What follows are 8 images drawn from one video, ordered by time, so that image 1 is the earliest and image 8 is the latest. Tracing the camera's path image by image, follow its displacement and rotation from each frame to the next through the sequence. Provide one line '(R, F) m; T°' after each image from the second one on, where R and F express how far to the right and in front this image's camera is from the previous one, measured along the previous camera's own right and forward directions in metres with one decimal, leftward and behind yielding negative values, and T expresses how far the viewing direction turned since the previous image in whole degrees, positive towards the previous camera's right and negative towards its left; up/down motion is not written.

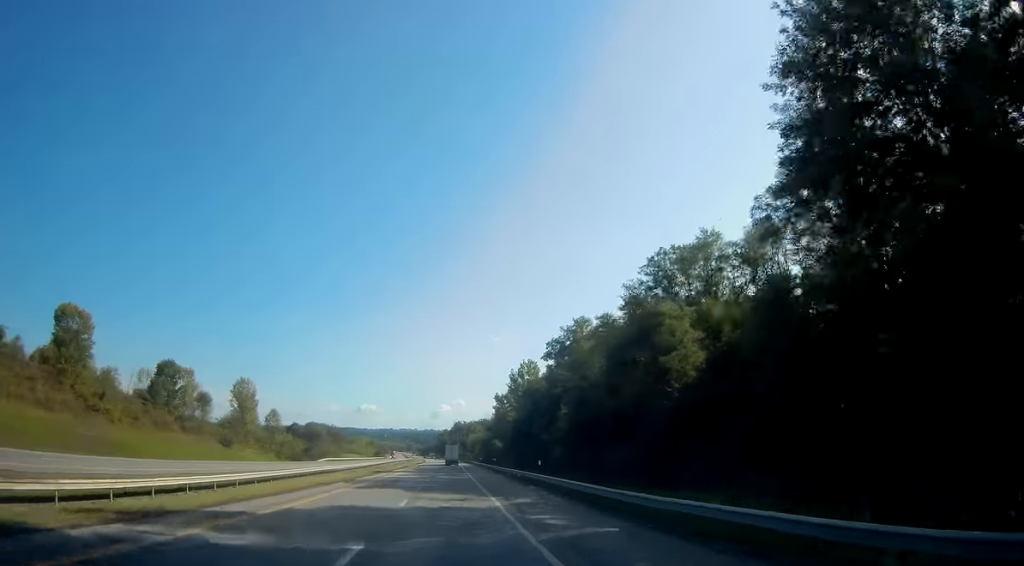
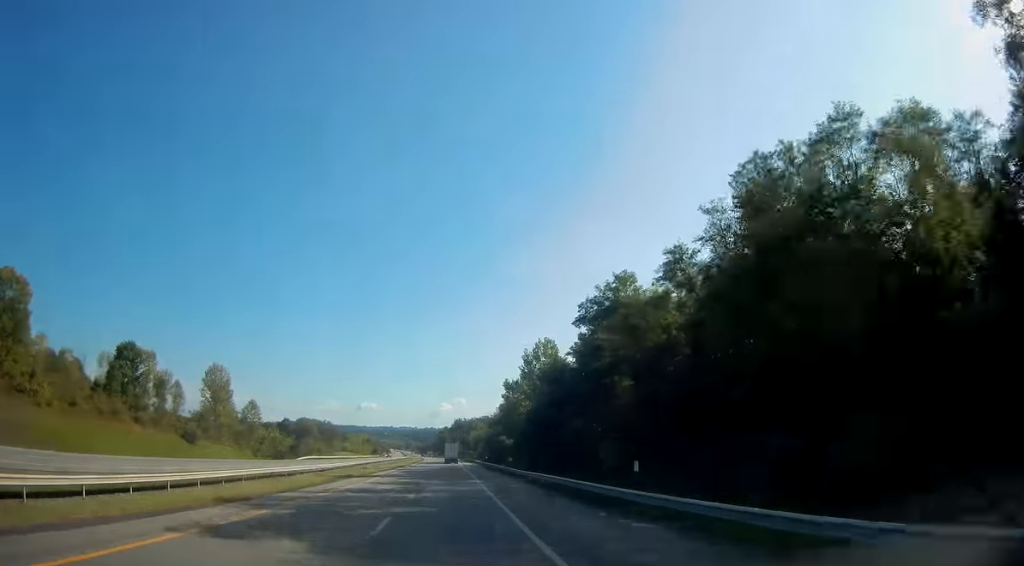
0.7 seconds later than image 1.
(+0.1, +20.6) m; 0°
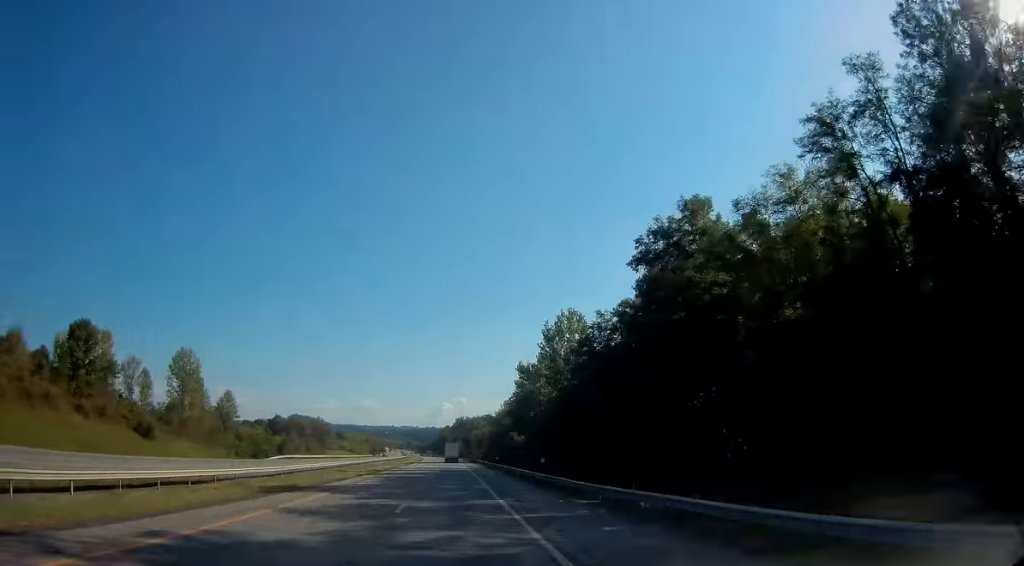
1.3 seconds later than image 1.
(0.0, +19.5) m; 0°
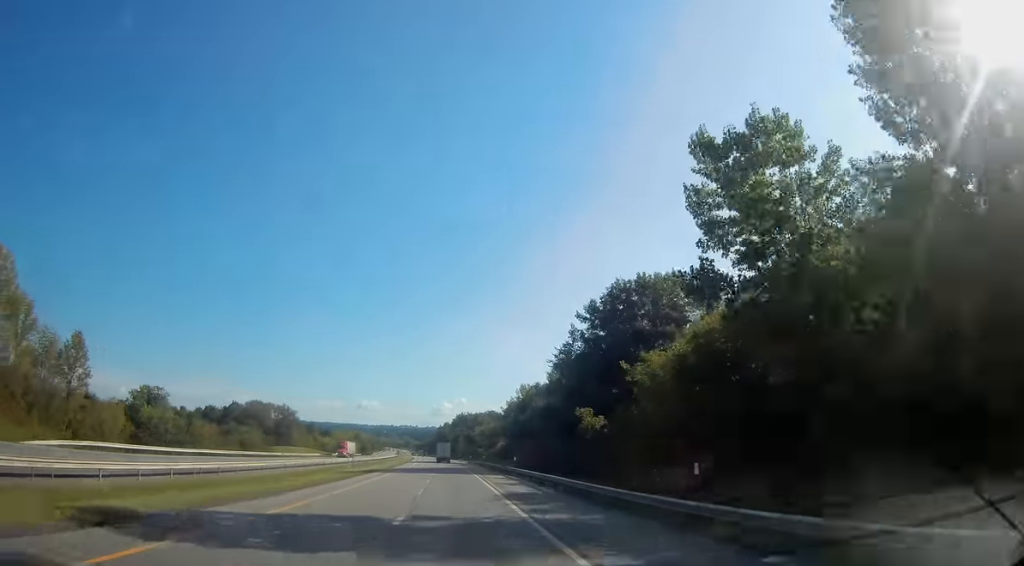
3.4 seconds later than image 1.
(-0.4, +64.4) m; -1°
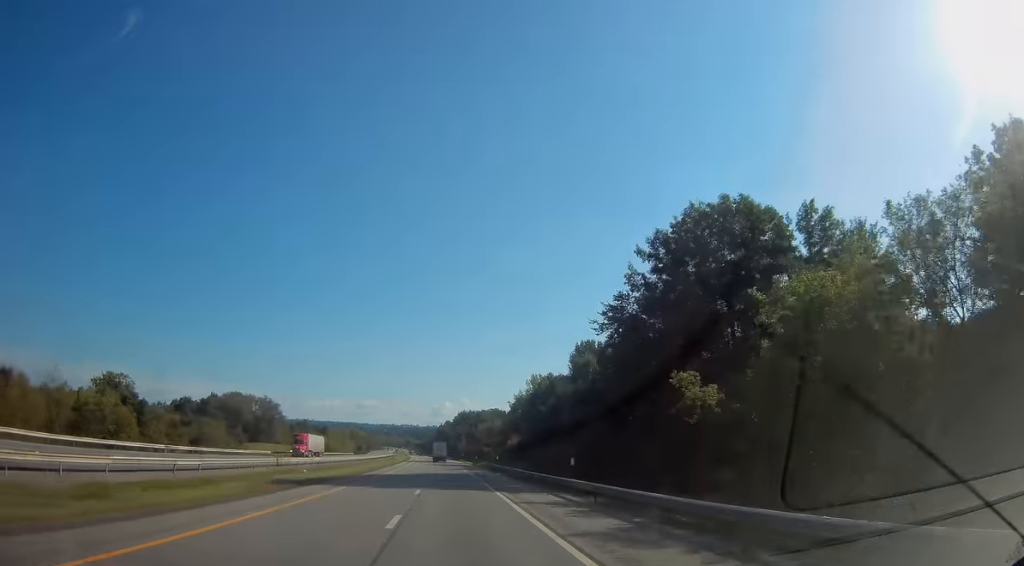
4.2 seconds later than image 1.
(-0.2, +25.5) m; 0°
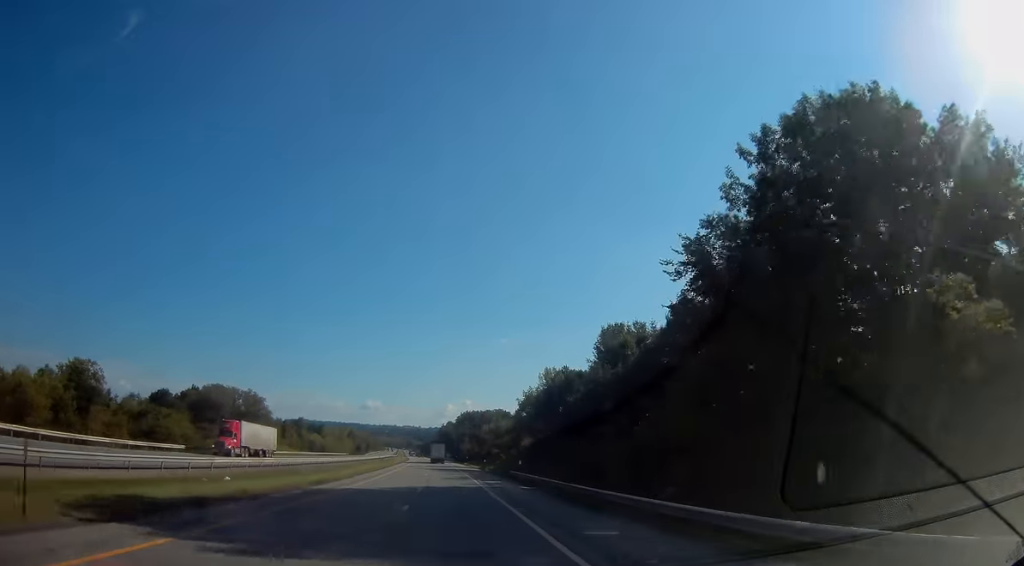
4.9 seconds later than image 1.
(+0.2, +20.4) m; 0°
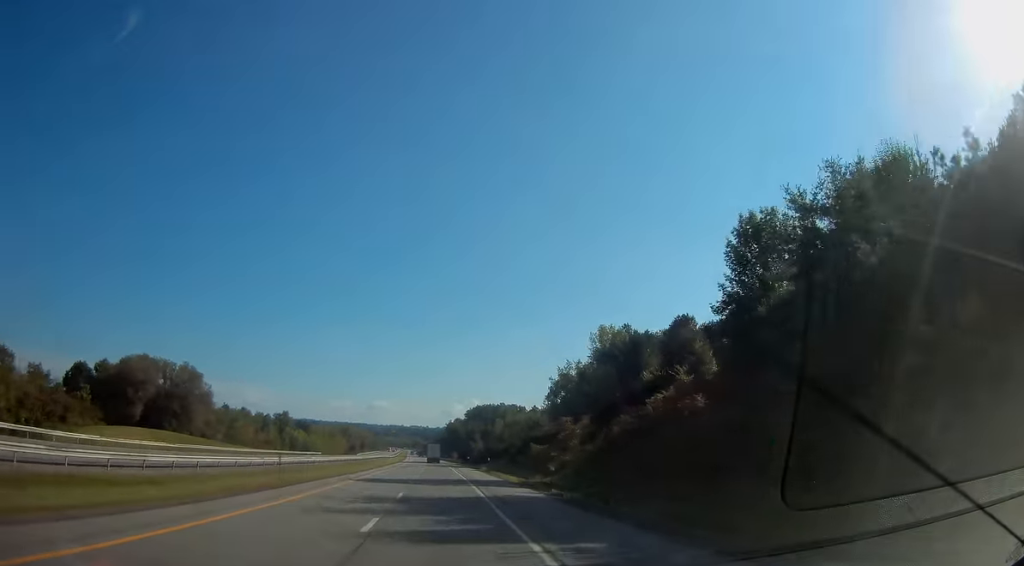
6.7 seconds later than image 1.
(-0.4, +54.9) m; -1°
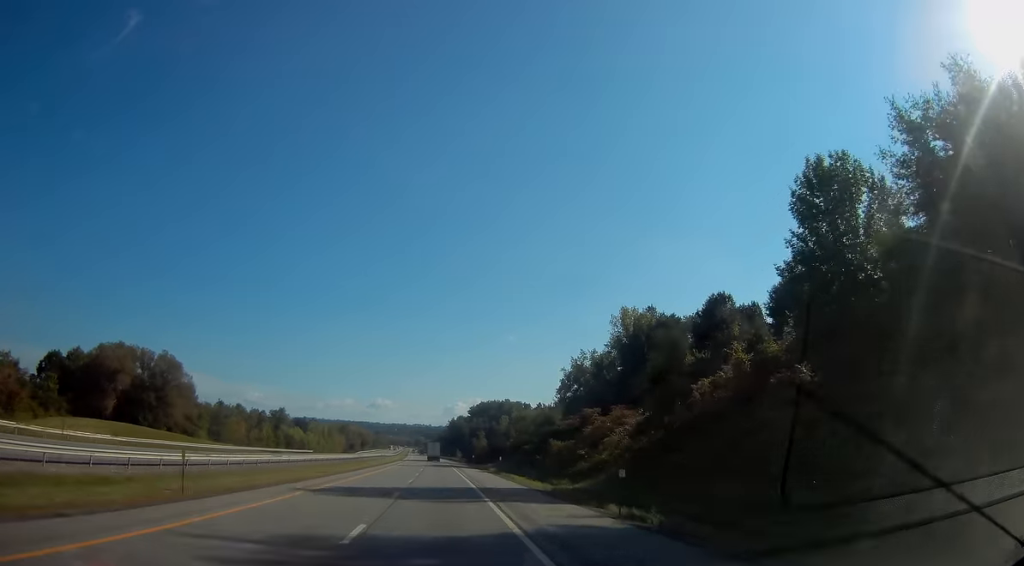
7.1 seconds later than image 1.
(0.0, +13.2) m; 0°
